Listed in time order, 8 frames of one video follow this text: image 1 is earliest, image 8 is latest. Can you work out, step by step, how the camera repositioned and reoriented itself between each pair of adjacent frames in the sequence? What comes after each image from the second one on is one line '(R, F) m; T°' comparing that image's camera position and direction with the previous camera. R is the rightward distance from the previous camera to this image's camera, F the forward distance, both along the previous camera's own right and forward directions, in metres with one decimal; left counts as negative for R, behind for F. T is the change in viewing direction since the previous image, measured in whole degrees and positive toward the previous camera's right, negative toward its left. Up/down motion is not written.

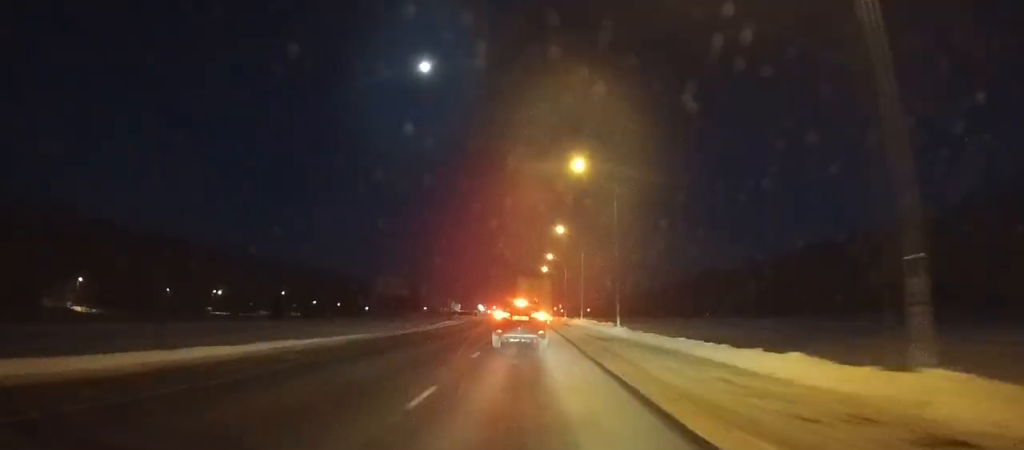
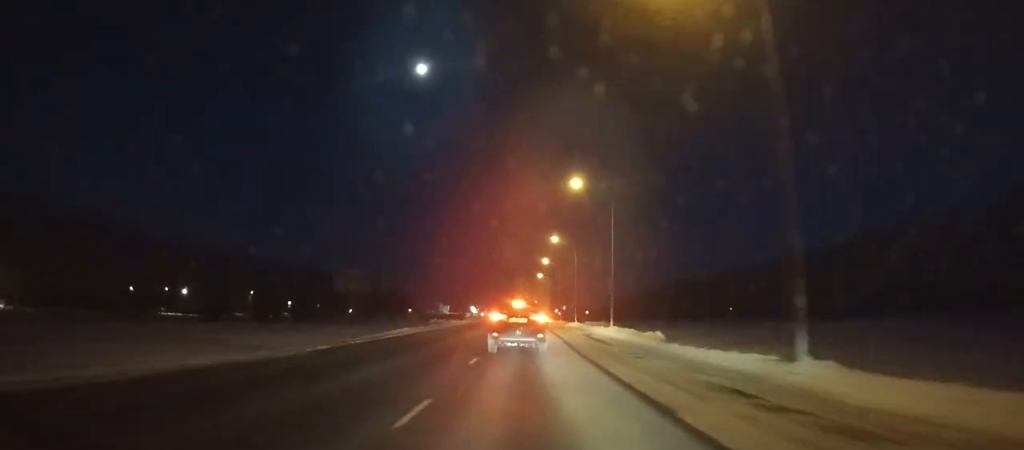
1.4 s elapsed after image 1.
(0.0, +24.3) m; 0°
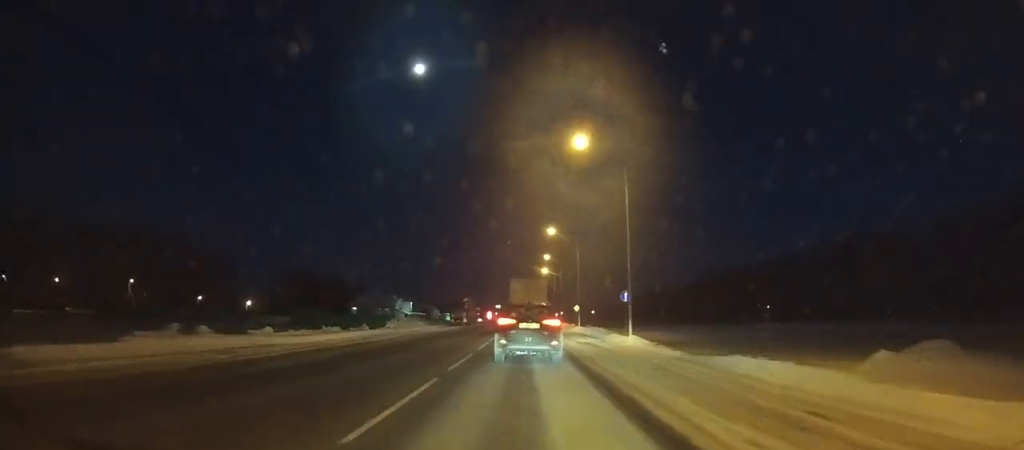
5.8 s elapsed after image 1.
(-0.1, +71.0) m; 0°
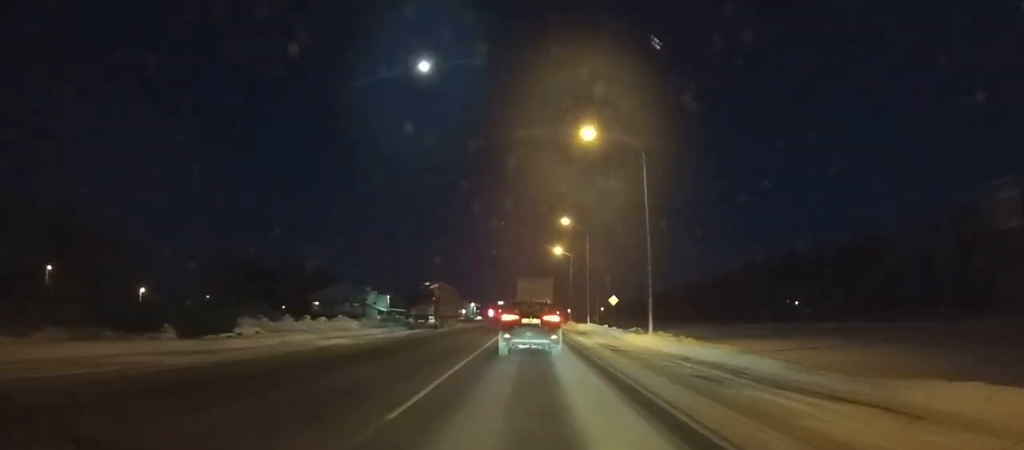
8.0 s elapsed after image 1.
(-0.1, +32.9) m; 0°
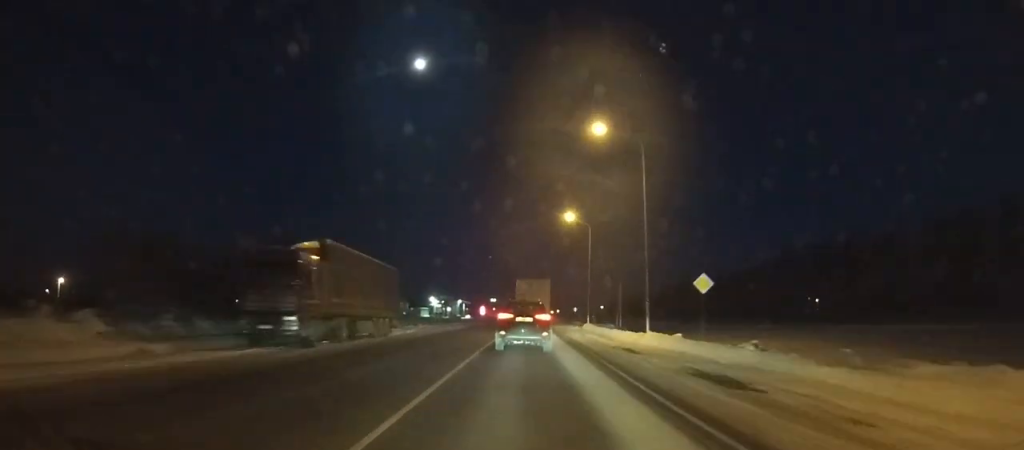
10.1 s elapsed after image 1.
(-0.2, +30.3) m; 0°
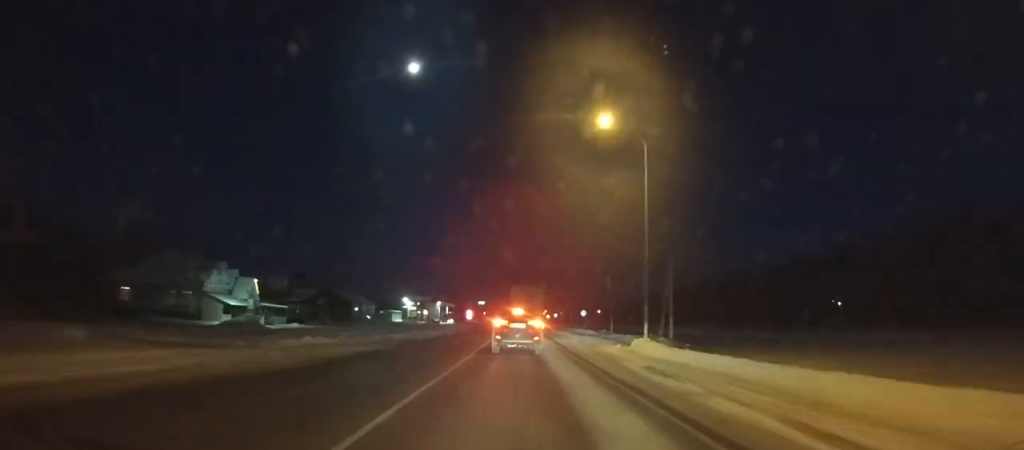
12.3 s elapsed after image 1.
(+0.4, +30.6) m; +1°
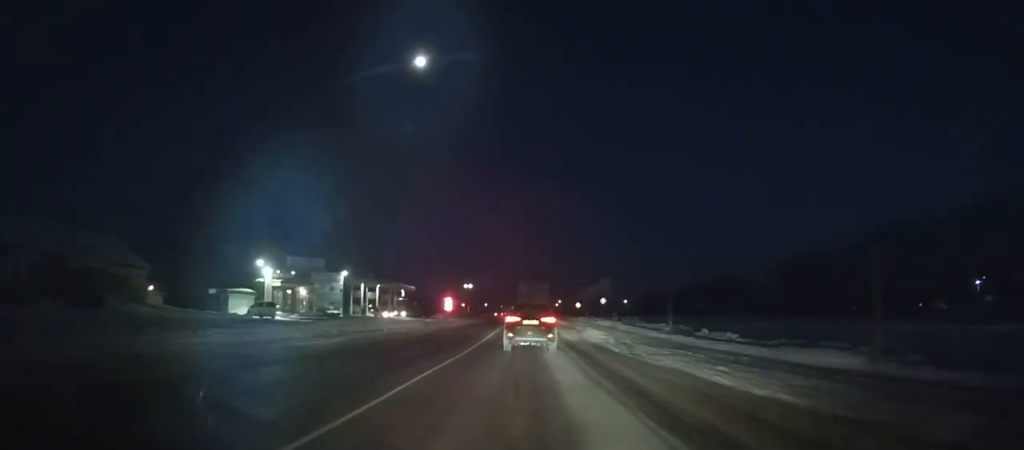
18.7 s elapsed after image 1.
(-0.6, +86.1) m; -1°
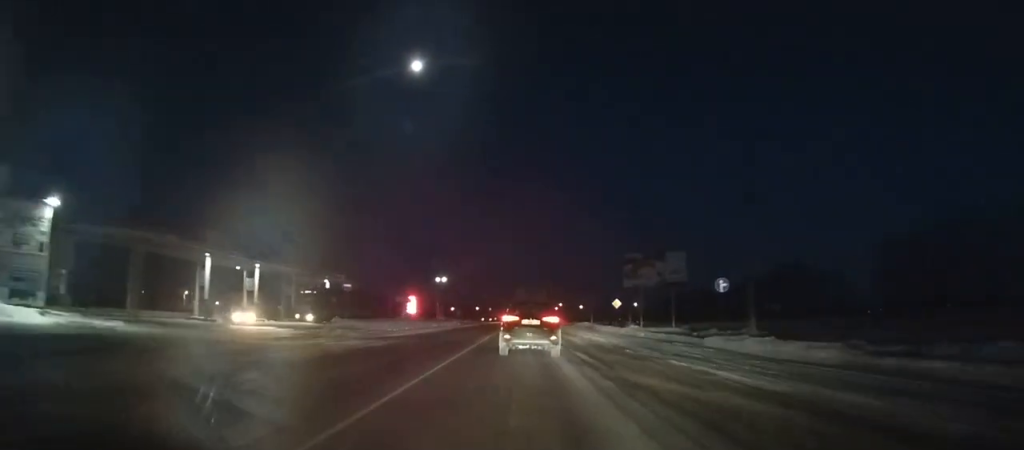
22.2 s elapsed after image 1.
(-0.1, +45.4) m; 0°
